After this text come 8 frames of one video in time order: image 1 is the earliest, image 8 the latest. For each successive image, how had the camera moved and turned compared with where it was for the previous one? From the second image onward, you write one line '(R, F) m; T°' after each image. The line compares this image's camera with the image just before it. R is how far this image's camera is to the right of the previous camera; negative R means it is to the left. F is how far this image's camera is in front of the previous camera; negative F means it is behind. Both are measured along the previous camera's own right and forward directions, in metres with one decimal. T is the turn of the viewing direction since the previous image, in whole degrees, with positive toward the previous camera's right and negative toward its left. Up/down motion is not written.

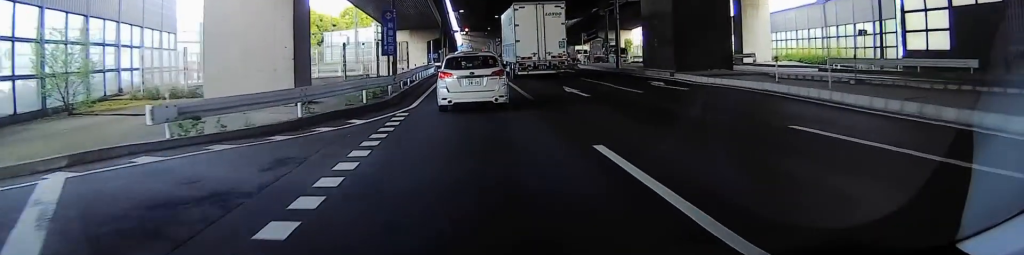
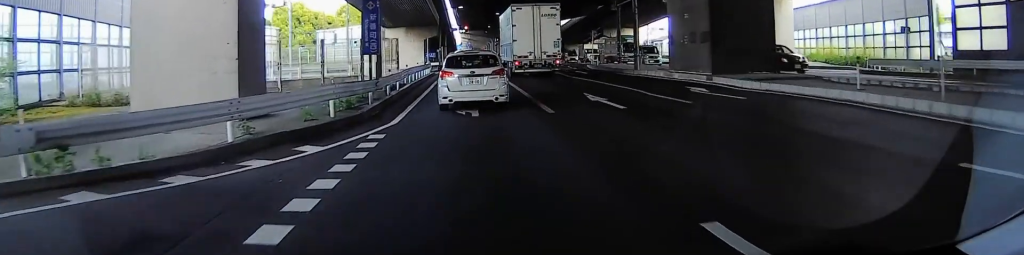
(+0.6, +4.2) m; 0°
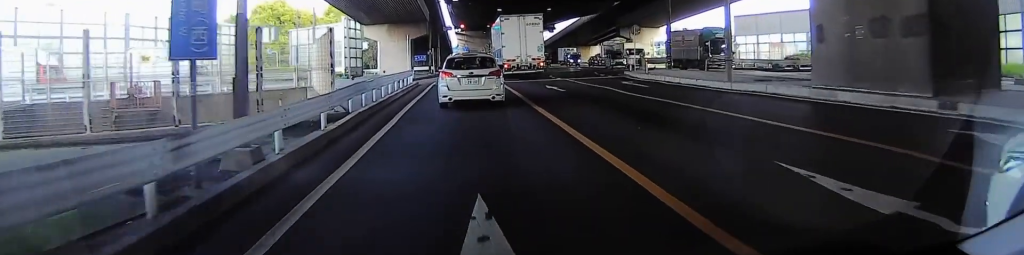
(-1.0, +13.2) m; 0°
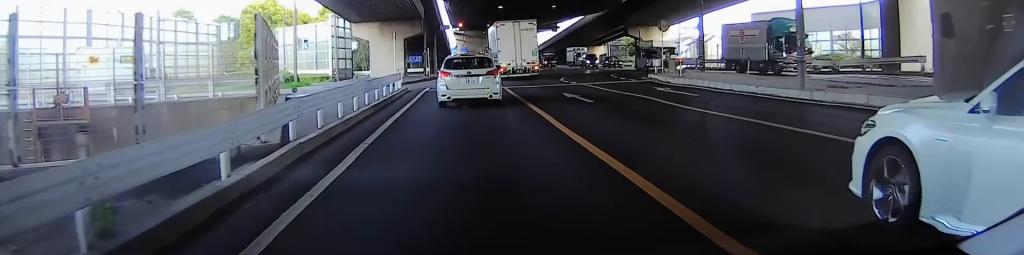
(+0.8, +6.0) m; 0°
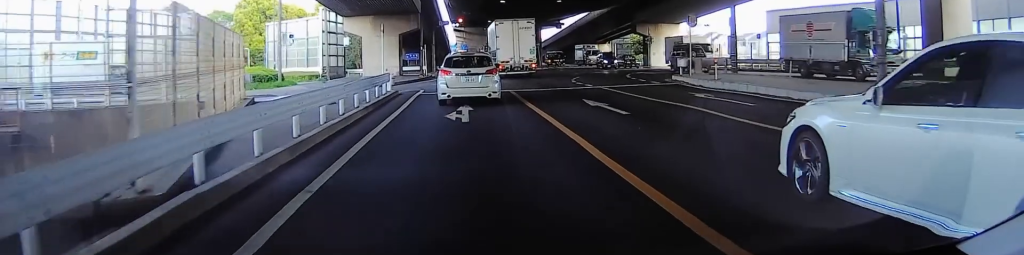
(+0.6, +4.2) m; 0°
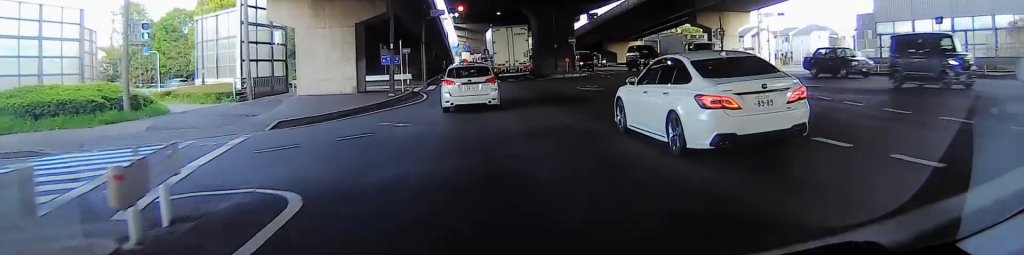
(-0.1, +22.1) m; 0°
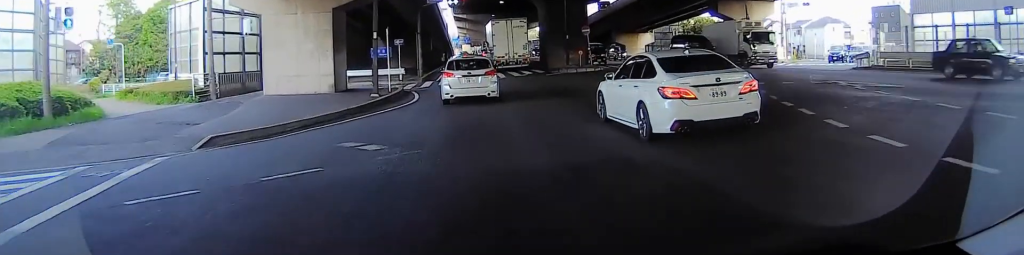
(-0.6, +5.1) m; -4°
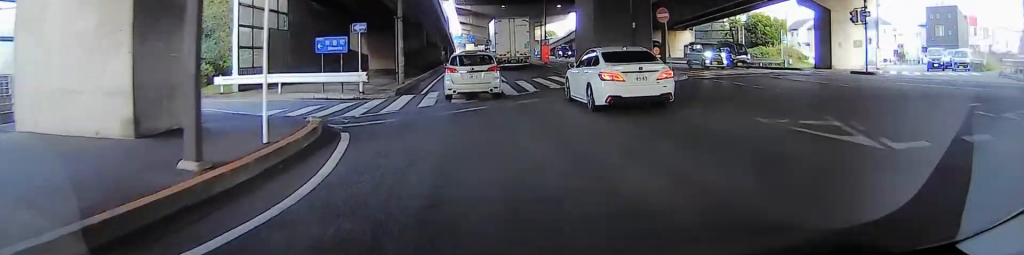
(-1.0, +15.0) m; +4°
